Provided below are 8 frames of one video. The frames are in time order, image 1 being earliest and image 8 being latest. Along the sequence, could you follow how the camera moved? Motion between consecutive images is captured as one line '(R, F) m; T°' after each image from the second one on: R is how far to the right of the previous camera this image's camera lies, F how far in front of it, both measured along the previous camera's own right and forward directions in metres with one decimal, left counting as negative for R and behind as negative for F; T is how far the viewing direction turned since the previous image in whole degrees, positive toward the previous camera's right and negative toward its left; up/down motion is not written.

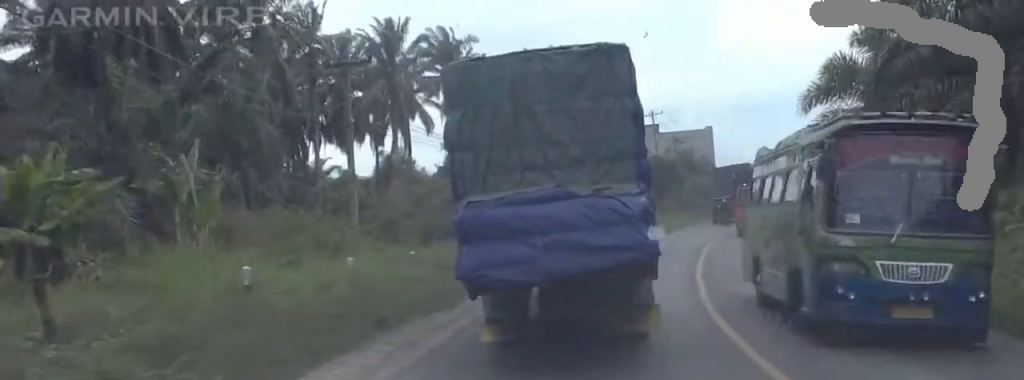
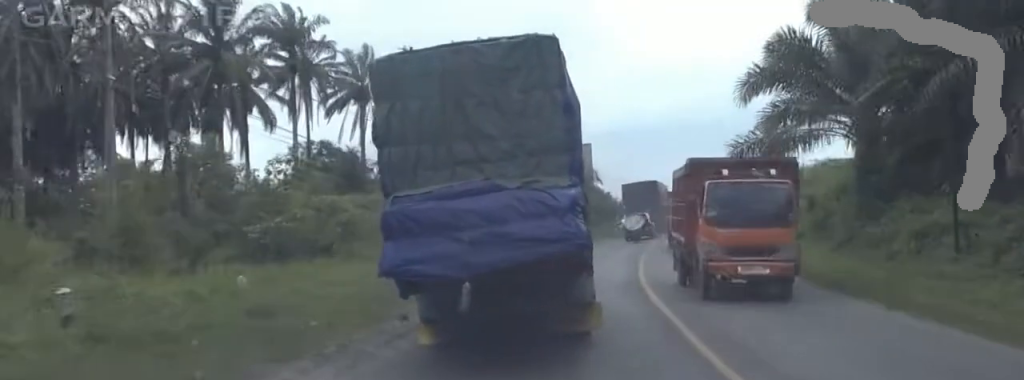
(+0.7, +12.8) m; +11°
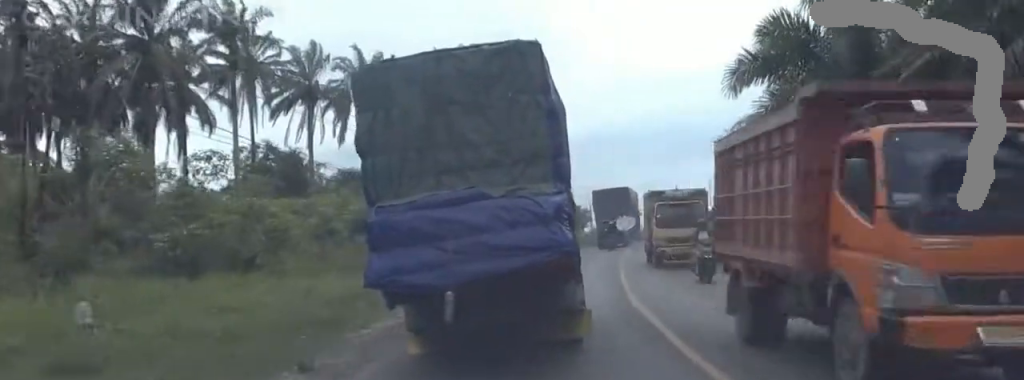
(+0.6, +4.7) m; +1°
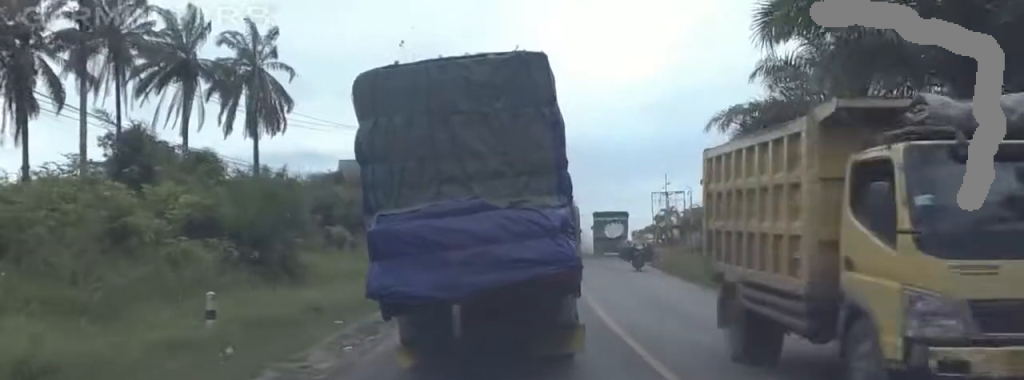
(+0.1, +11.6) m; 0°
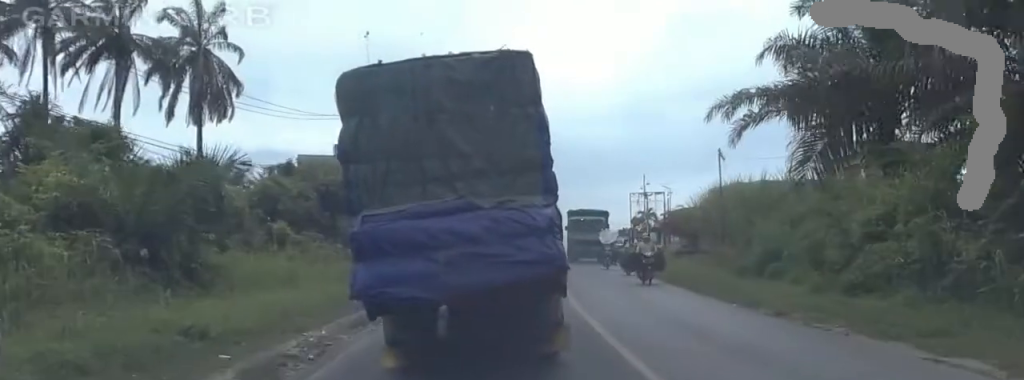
(-0.3, +5.7) m; +2°
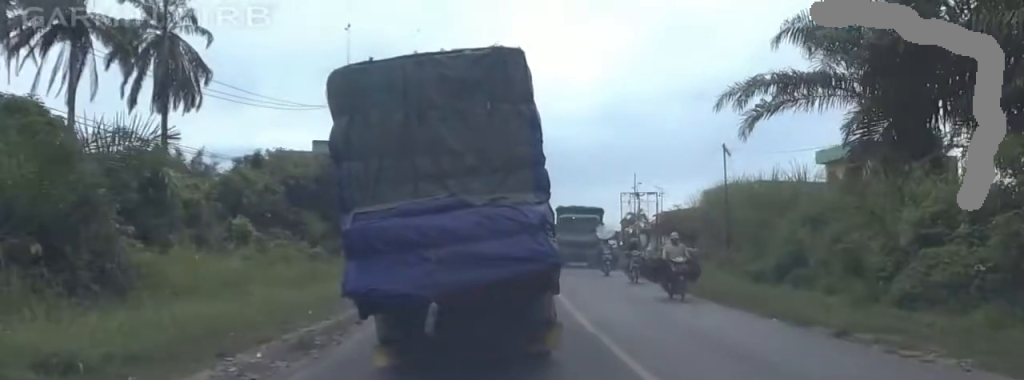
(+0.5, +3.8) m; +3°
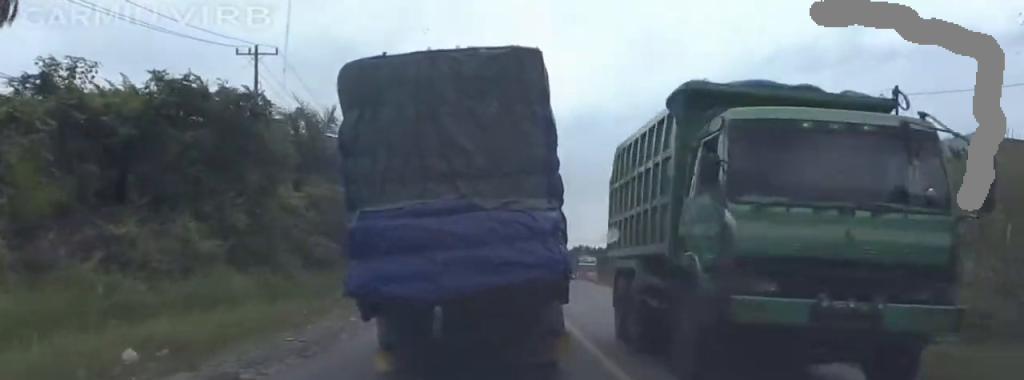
(+1.2, +20.4) m; +6°
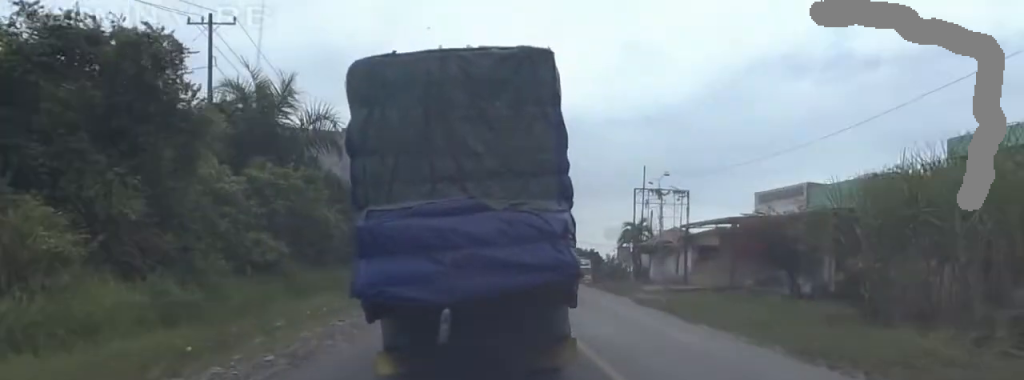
(+0.3, +6.7) m; +1°
